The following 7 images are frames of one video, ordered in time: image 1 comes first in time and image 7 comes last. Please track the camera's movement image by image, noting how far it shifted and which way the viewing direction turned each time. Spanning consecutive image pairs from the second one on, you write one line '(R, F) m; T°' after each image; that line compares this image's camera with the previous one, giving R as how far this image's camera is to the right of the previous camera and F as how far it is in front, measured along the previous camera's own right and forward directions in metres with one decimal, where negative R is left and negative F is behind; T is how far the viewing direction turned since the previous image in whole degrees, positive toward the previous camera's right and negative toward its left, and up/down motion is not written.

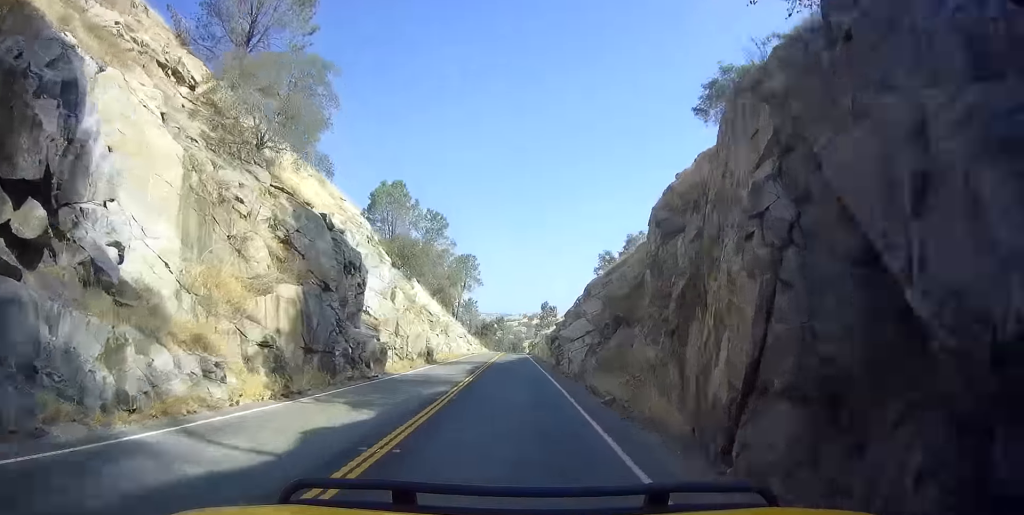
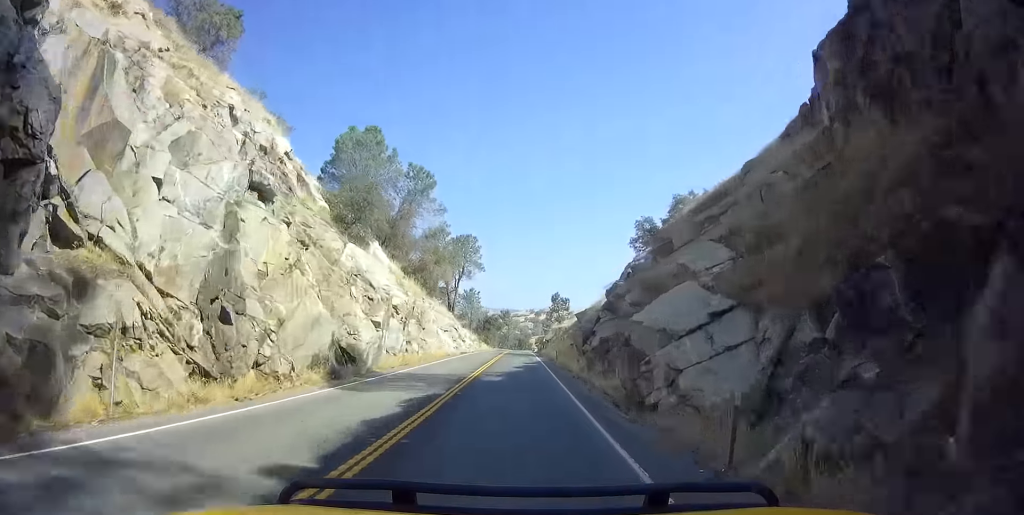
(0.0, +21.4) m; 0°
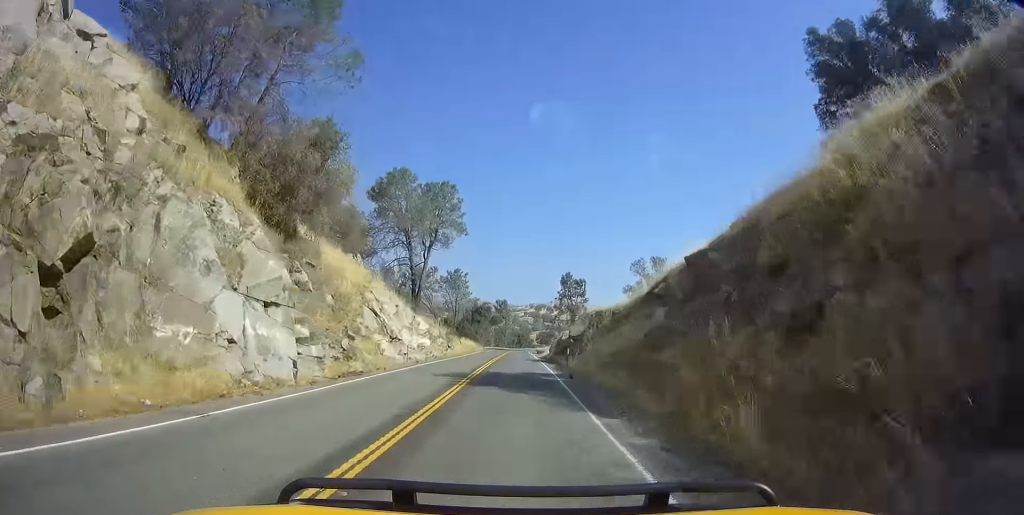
(-0.2, +39.3) m; 0°
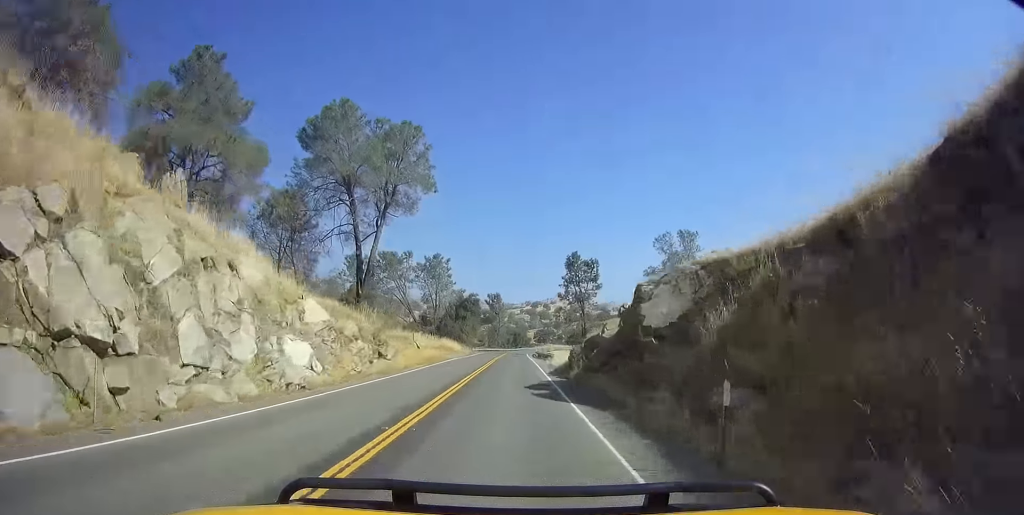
(0.0, +25.0) m; -1°
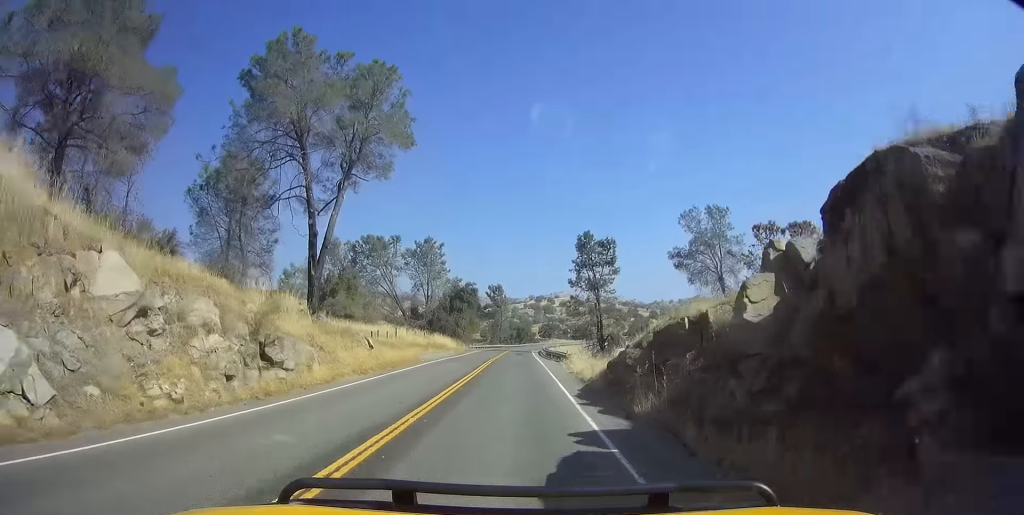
(0.0, +13.5) m; 0°
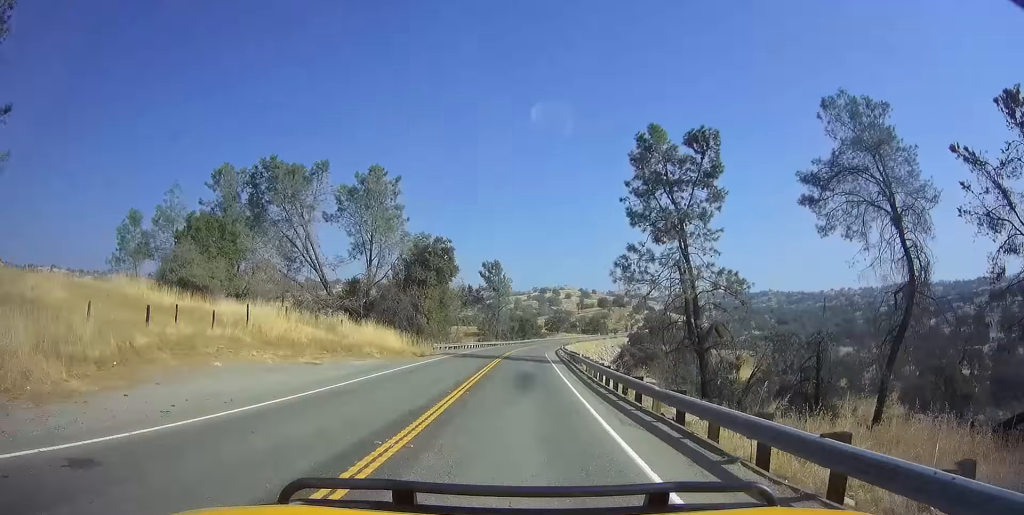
(-0.2, +38.8) m; +2°
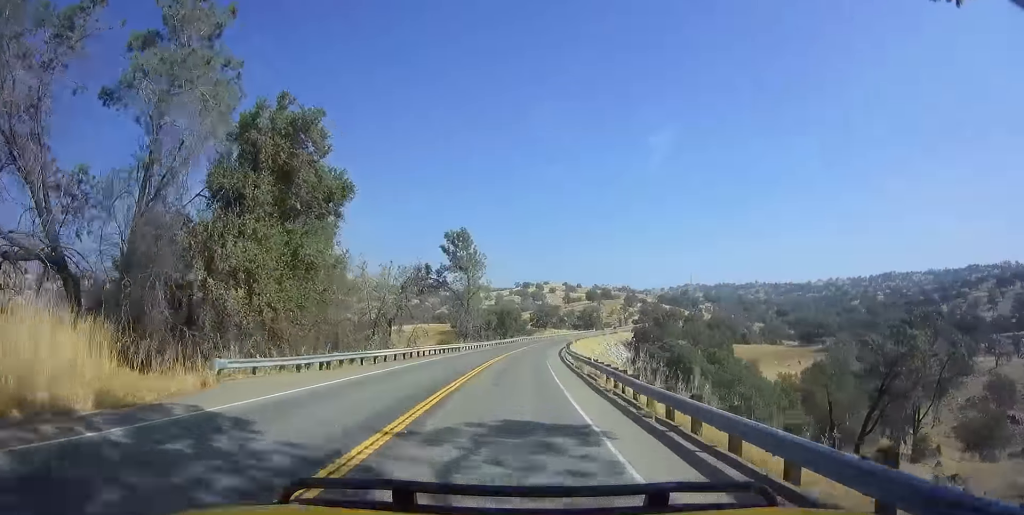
(+1.0, +35.4) m; +1°
